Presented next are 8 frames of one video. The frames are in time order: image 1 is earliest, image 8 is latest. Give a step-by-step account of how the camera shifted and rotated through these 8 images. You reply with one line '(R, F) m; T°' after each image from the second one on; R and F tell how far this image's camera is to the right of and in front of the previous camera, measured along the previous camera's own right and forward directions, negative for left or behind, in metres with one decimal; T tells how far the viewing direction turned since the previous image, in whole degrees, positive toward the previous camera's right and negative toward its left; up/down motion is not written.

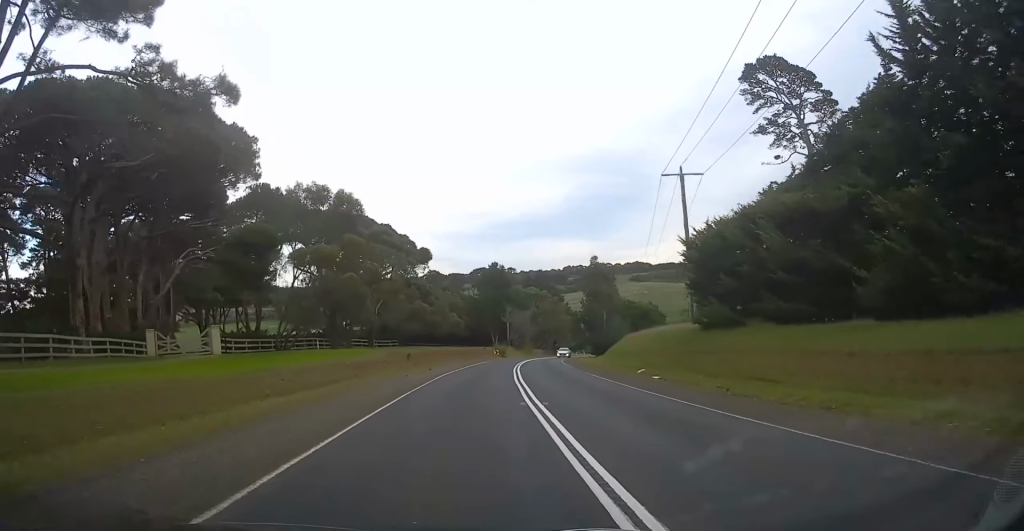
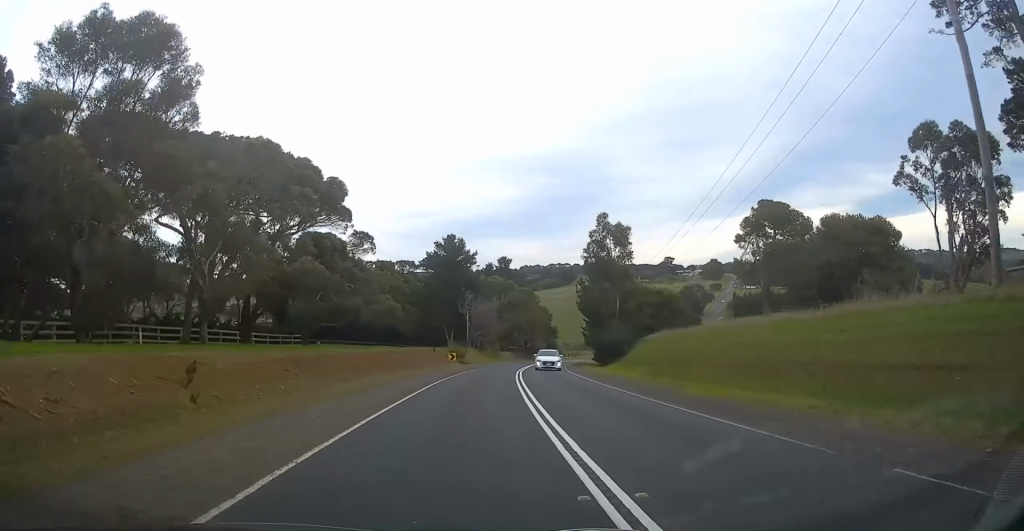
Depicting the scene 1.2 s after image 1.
(+1.1, +31.6) m; +3°
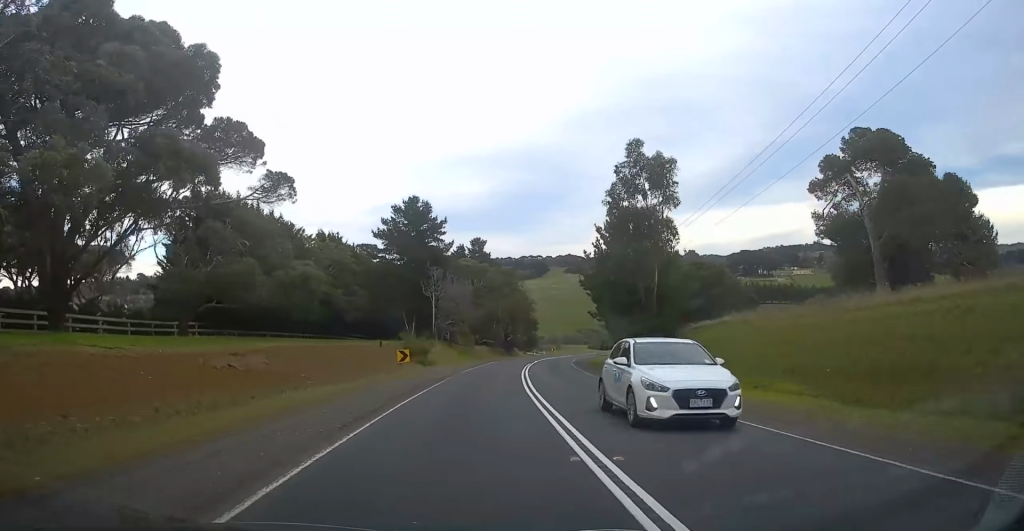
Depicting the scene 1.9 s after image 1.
(+0.3, +21.0) m; +3°
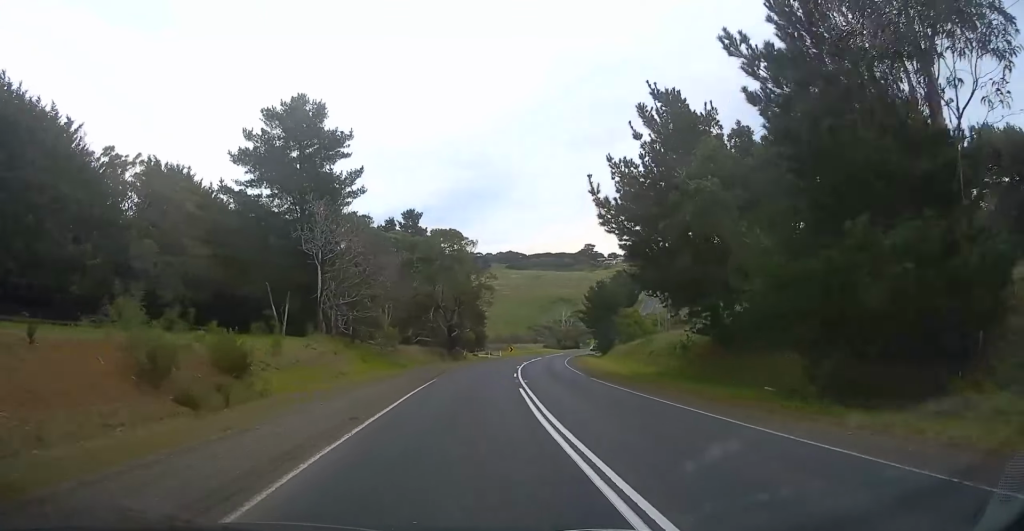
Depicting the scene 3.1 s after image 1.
(+1.3, +30.1) m; +5°
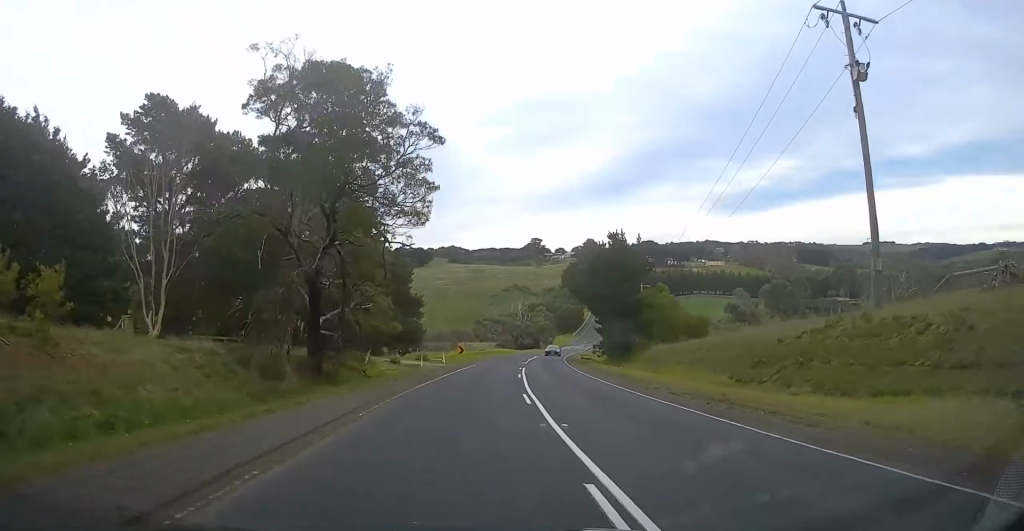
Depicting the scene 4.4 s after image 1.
(+1.7, +37.0) m; +5°
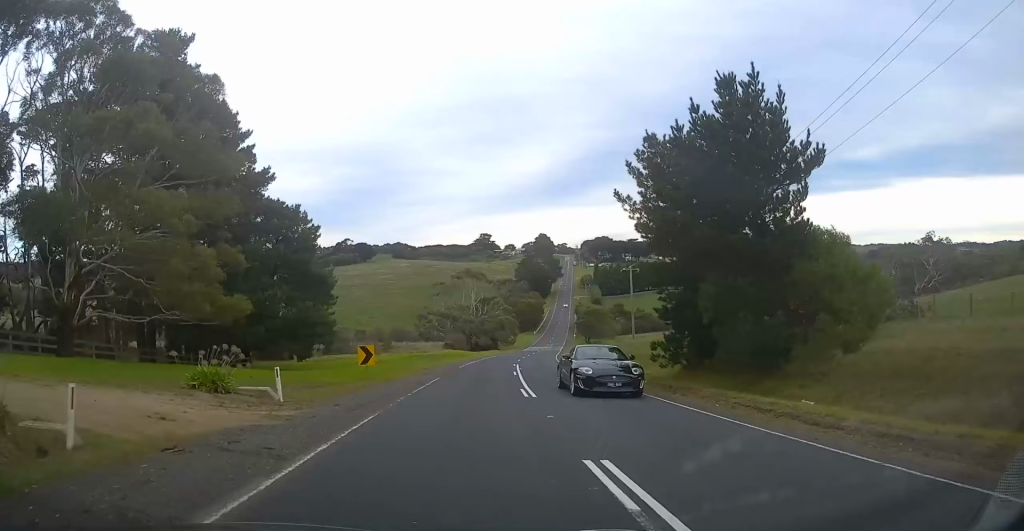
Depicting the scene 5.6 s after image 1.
(+1.2, +31.1) m; +5°
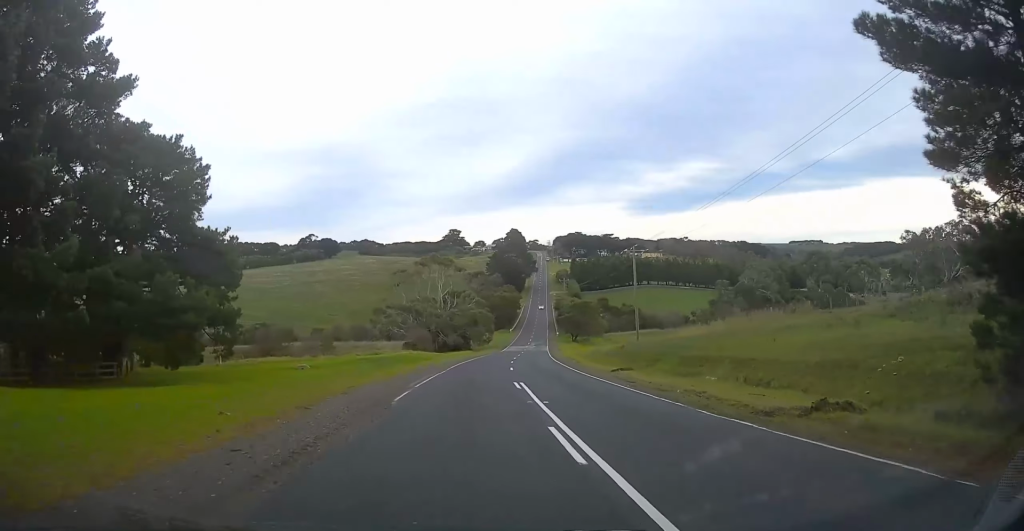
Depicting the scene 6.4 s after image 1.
(+0.5, +20.4) m; +3°
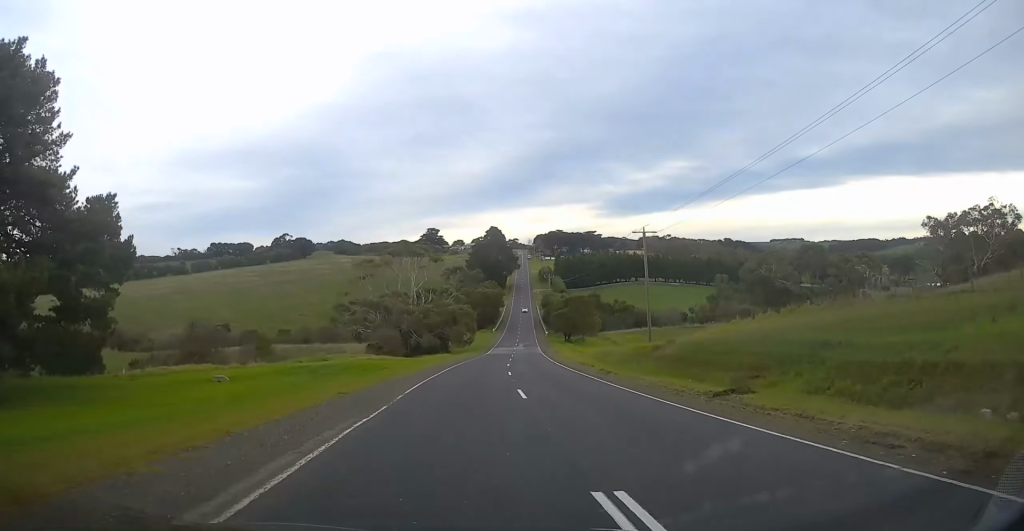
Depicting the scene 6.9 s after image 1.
(+0.6, +15.5) m; +2°
